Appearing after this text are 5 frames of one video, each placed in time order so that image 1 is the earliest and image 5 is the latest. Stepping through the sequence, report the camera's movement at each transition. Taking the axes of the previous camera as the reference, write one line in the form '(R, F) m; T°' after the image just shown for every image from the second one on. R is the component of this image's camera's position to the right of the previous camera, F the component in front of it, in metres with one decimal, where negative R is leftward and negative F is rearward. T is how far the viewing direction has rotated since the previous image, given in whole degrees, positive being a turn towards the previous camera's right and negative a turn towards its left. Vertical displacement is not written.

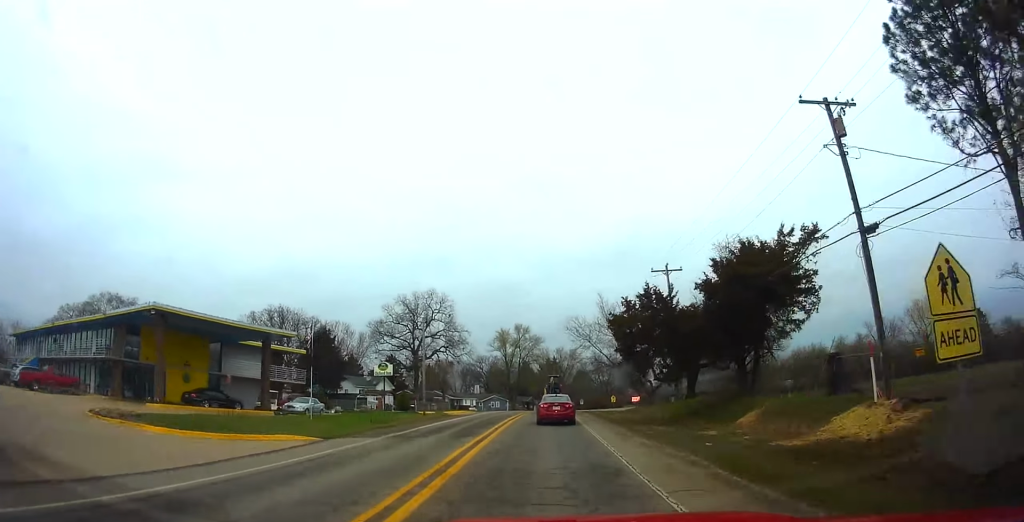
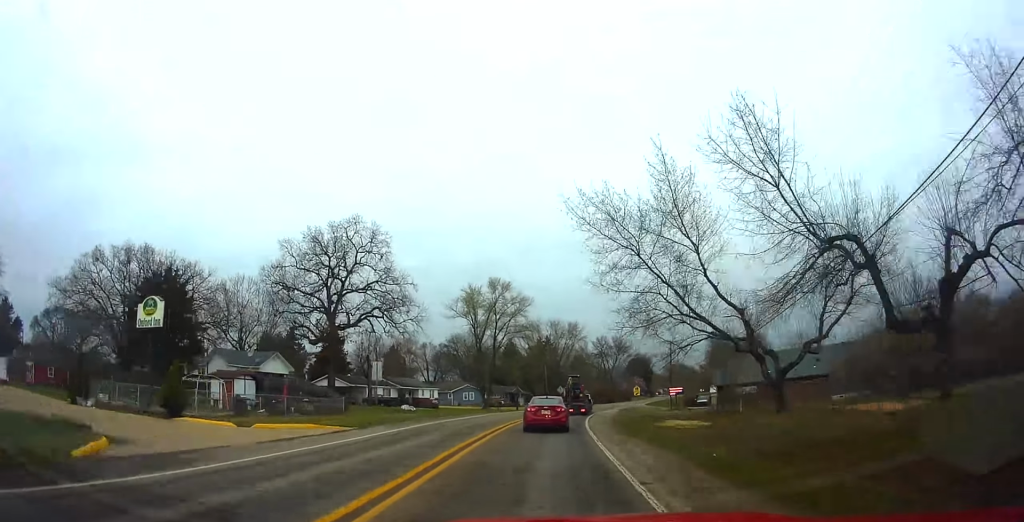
(-0.1, +36.7) m; +1°
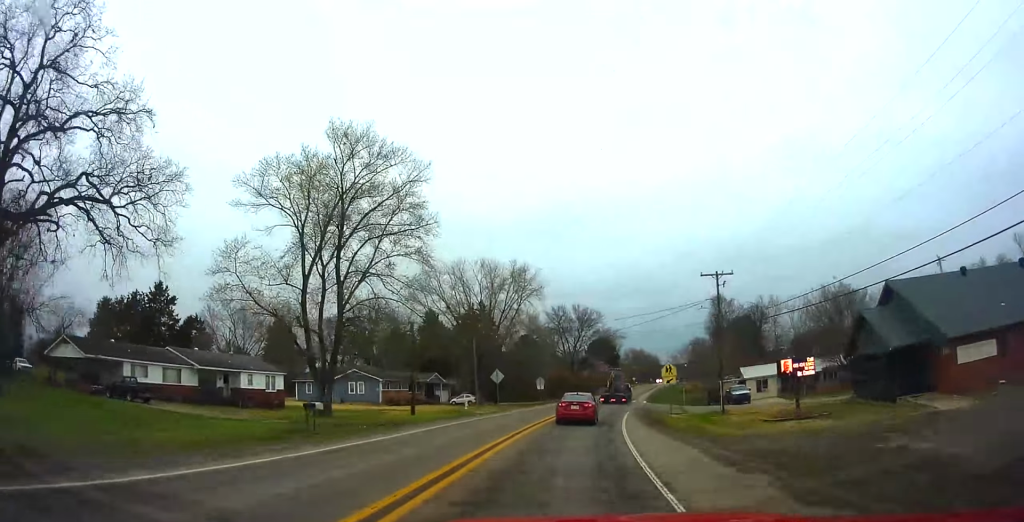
(+1.8, +44.4) m; +7°
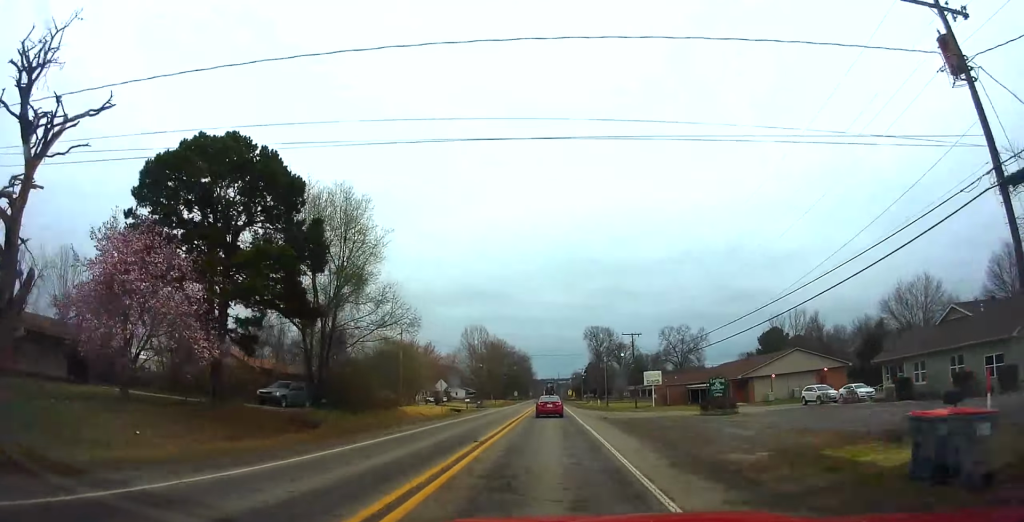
(+22.8, +138.5) m; +12°
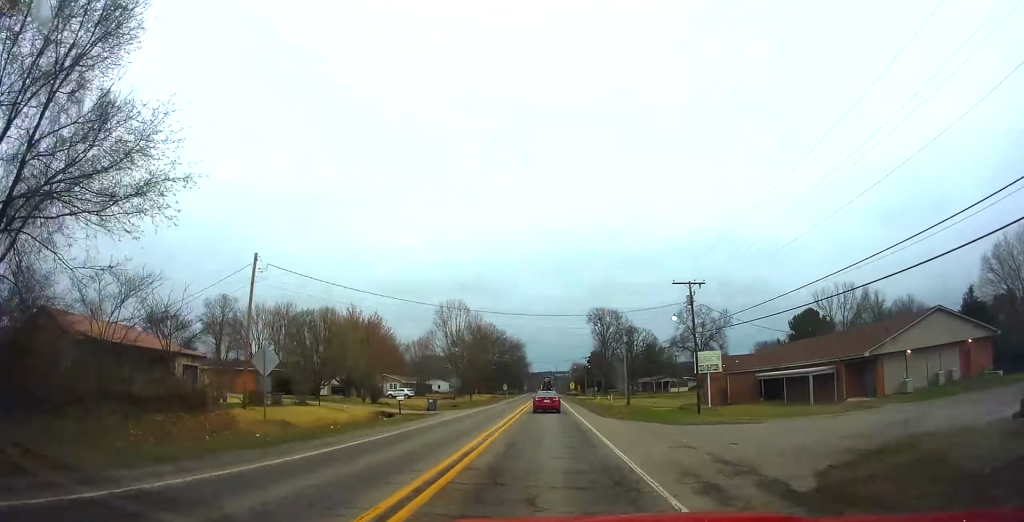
(0.0, +29.0) m; 0°
